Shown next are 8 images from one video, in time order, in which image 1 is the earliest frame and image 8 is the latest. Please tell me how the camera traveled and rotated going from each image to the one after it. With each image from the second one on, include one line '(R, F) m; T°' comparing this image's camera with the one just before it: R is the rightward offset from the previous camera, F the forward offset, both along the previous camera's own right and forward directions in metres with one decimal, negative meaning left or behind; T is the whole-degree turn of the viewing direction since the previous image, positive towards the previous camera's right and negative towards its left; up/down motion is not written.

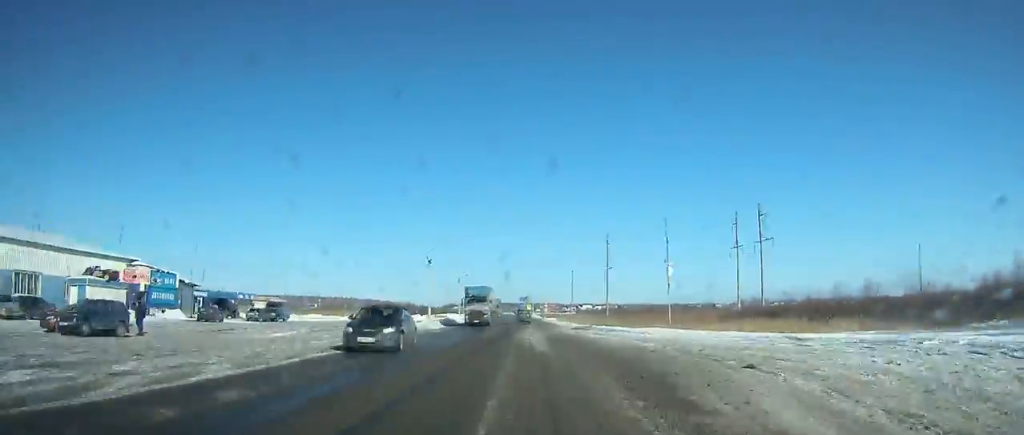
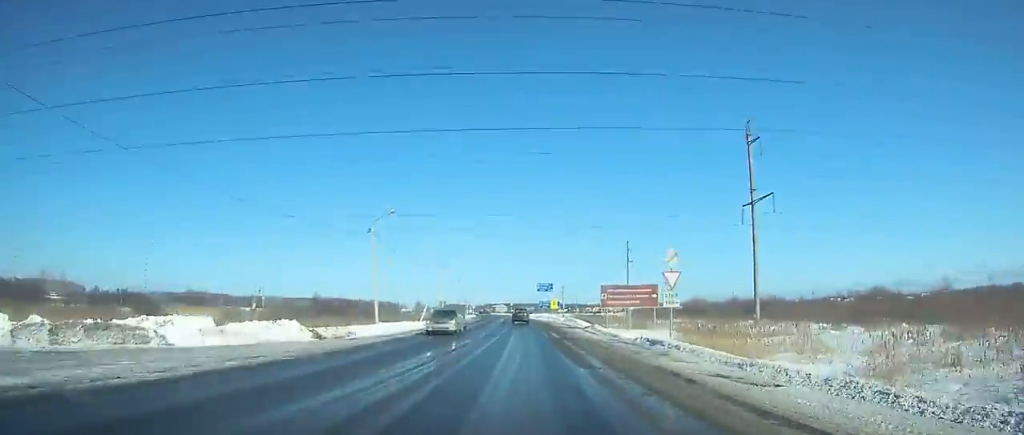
(-2.1, +102.7) m; -2°
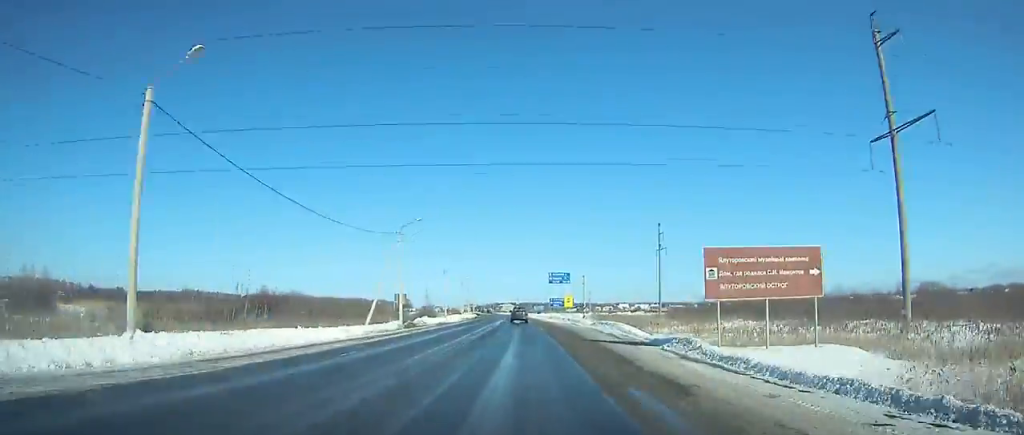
(+0.1, +27.0) m; -1°
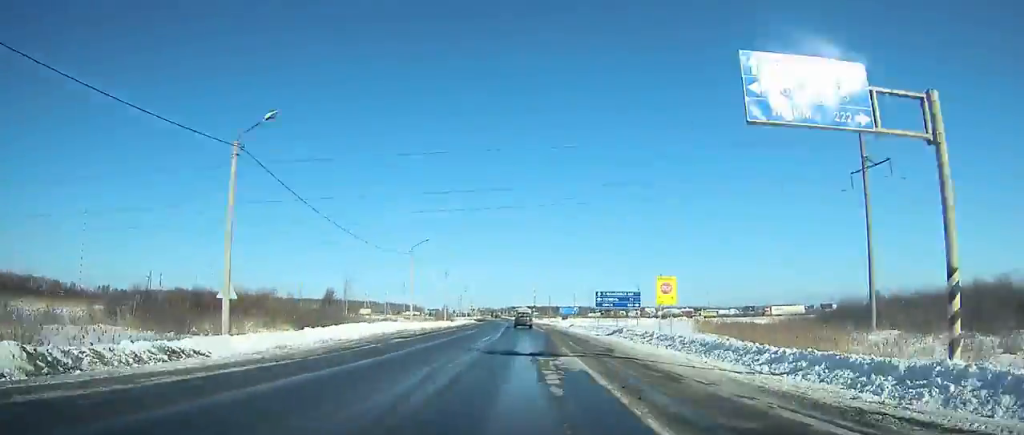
(-1.2, +66.9) m; -2°
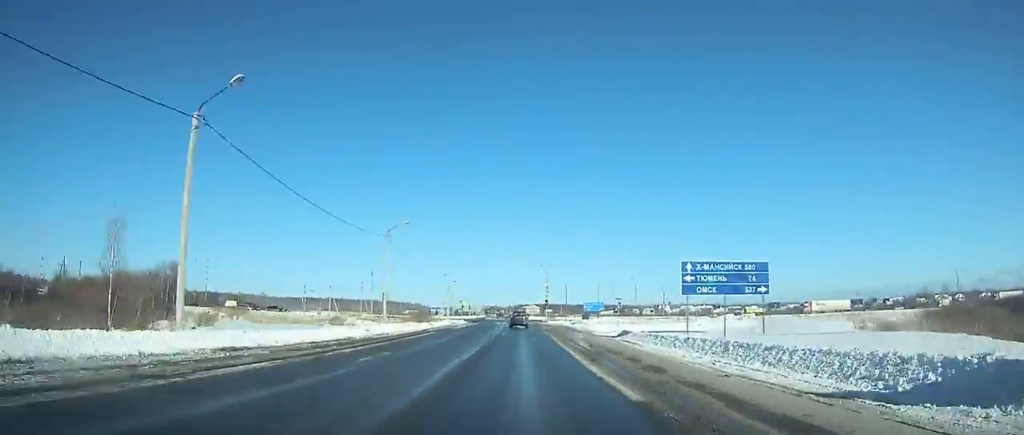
(-0.3, +37.8) m; -1°
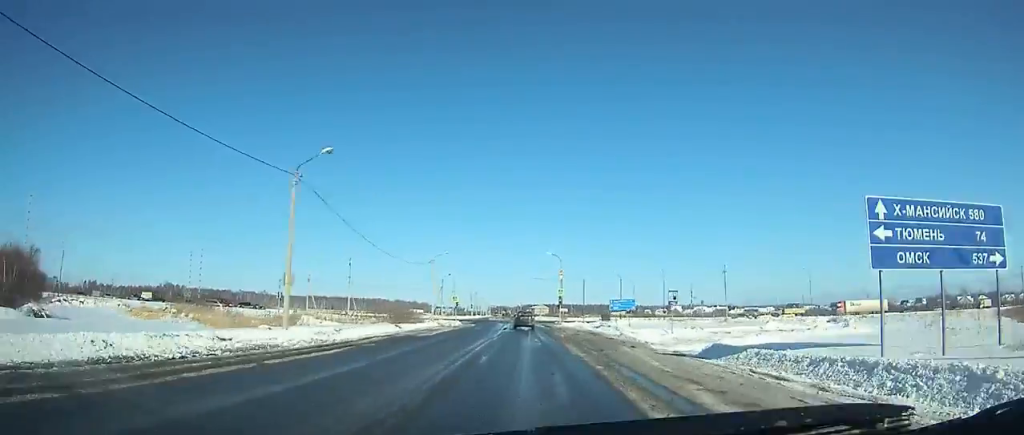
(-0.2, +17.2) m; 0°
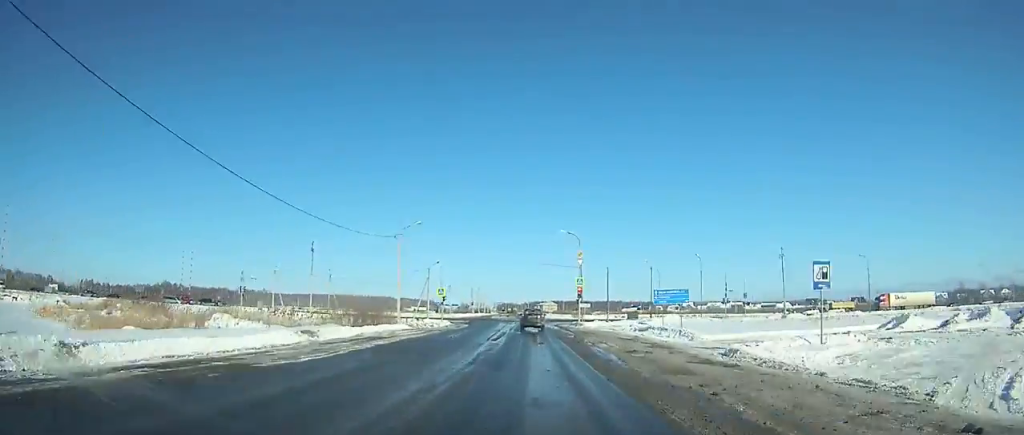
(-0.1, +16.7) m; 0°
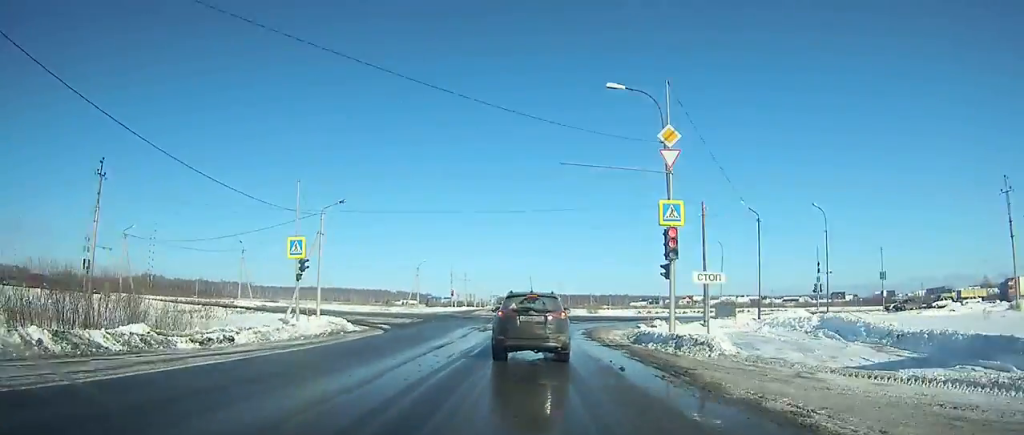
(-0.2, +33.8) m; -1°
